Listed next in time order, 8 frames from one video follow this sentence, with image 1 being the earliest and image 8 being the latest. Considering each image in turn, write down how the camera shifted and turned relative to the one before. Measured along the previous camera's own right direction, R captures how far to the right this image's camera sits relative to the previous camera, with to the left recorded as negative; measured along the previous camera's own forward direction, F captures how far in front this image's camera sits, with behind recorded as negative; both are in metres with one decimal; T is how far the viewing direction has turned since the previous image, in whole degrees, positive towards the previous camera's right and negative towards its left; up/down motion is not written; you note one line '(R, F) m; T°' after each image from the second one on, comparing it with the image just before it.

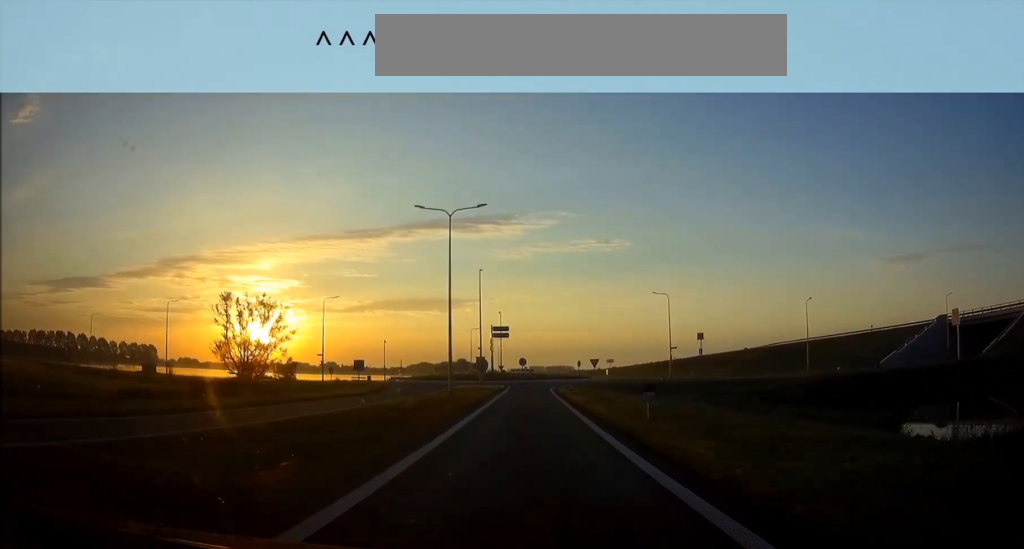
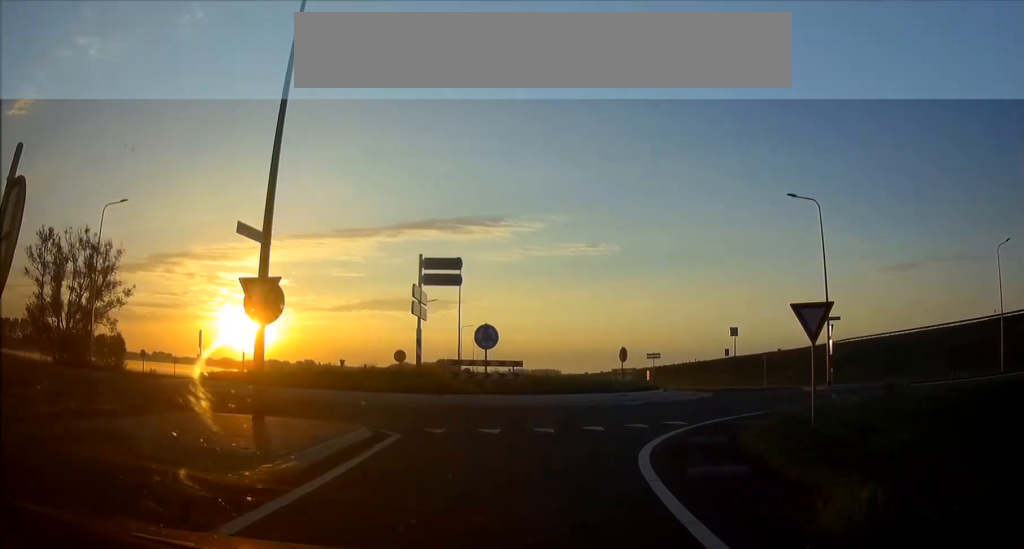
(+0.5, +41.6) m; +14°
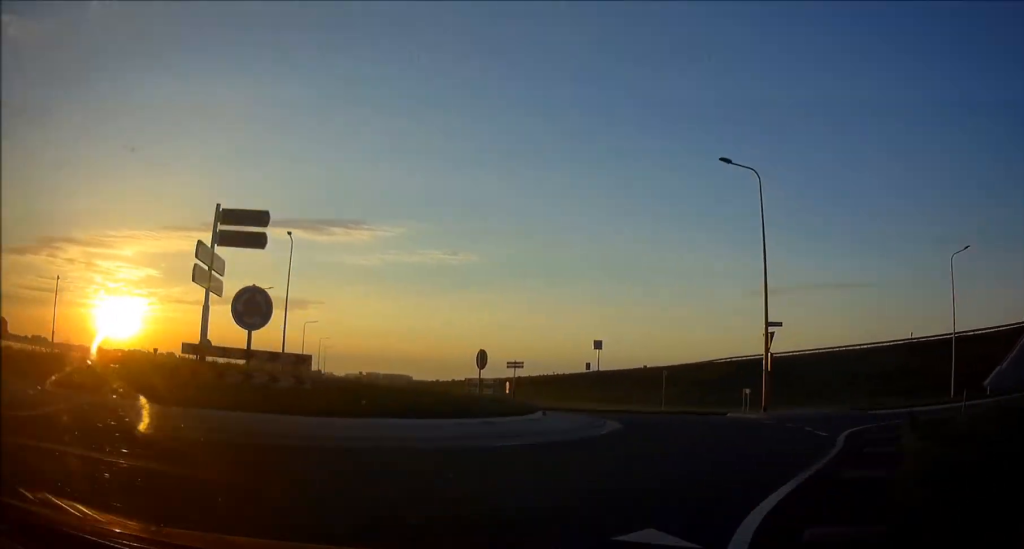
(+2.0, +10.3) m; +16°
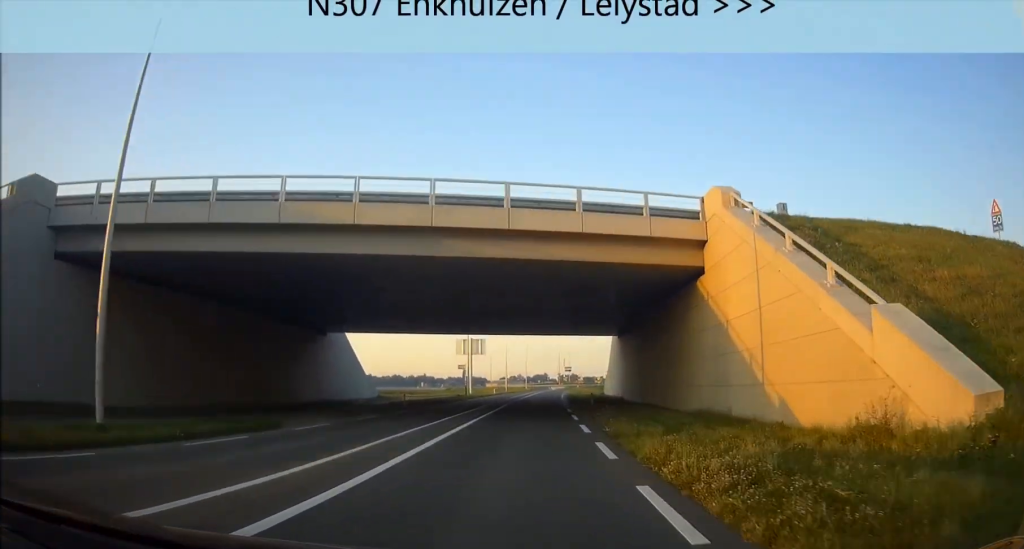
(+41.6, +43.5) m; +63°
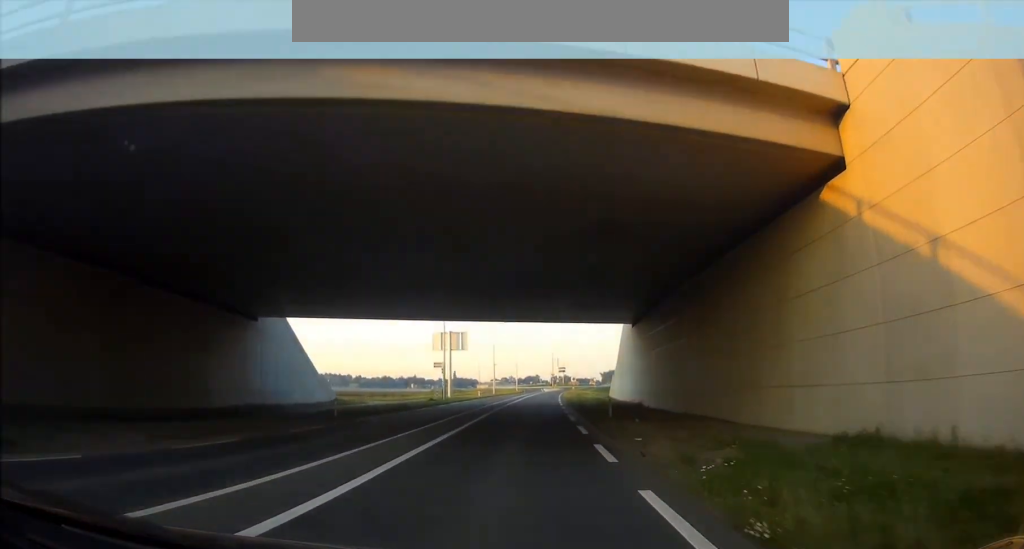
(+0.3, +12.3) m; +1°
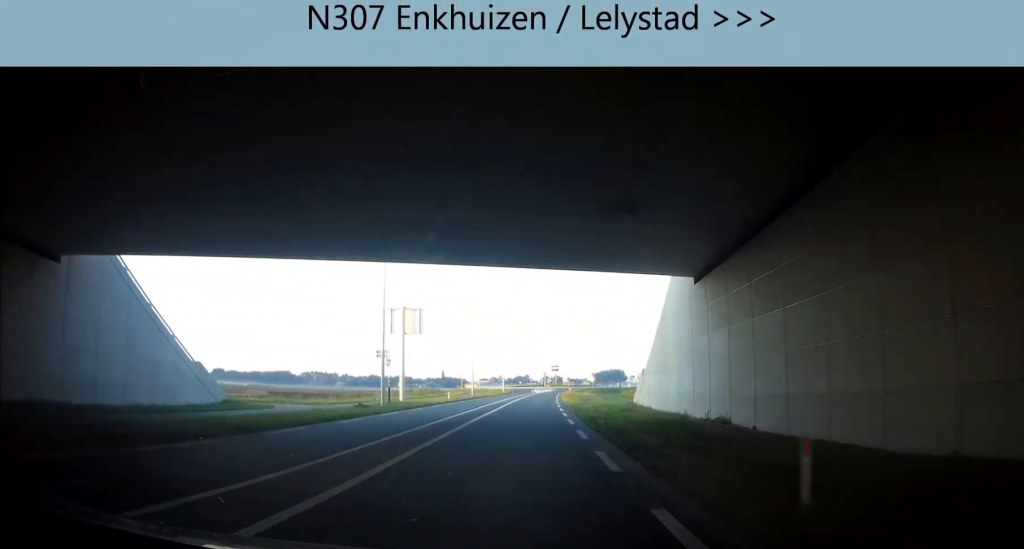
(+0.1, +17.4) m; +1°
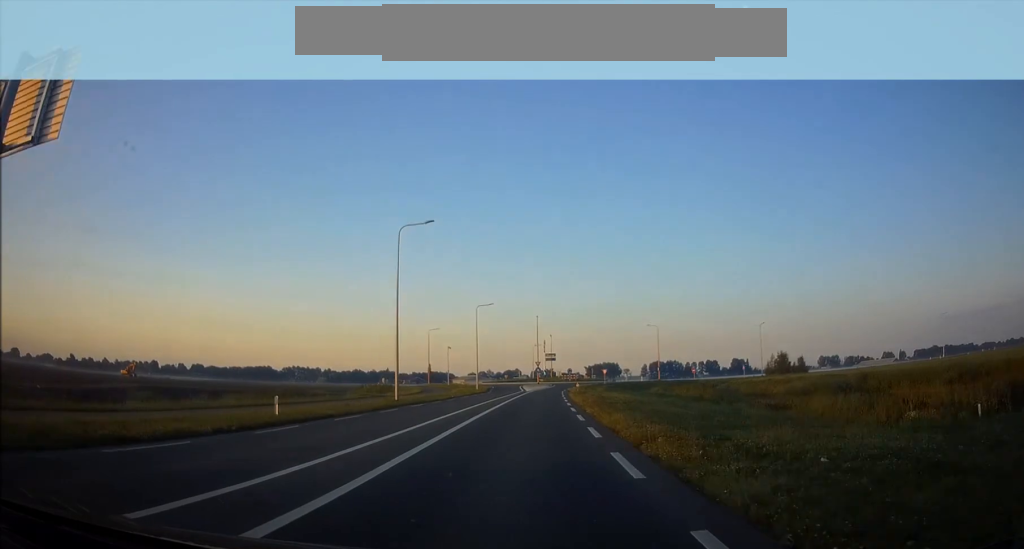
(+0.6, +34.3) m; +2°
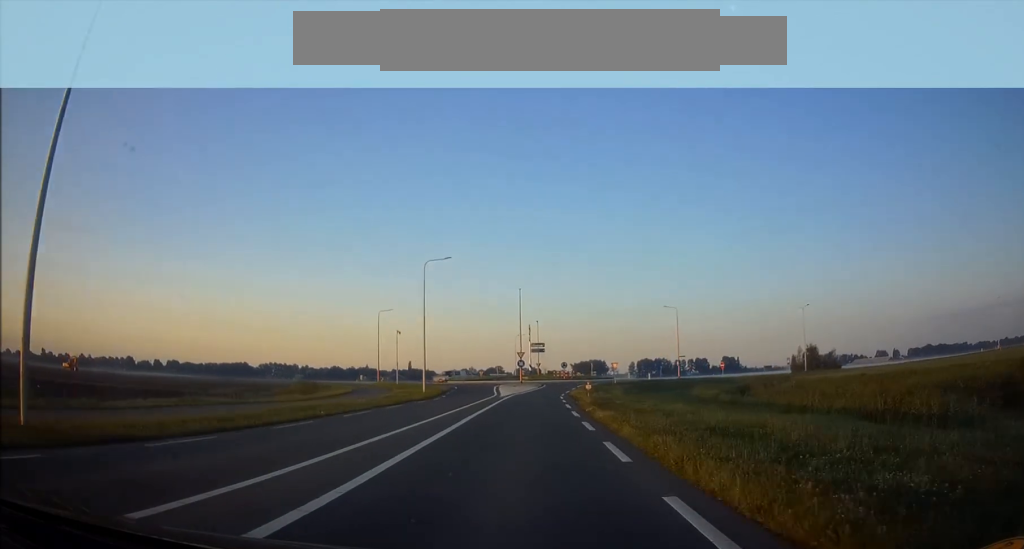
(+0.7, +26.2) m; +1°
